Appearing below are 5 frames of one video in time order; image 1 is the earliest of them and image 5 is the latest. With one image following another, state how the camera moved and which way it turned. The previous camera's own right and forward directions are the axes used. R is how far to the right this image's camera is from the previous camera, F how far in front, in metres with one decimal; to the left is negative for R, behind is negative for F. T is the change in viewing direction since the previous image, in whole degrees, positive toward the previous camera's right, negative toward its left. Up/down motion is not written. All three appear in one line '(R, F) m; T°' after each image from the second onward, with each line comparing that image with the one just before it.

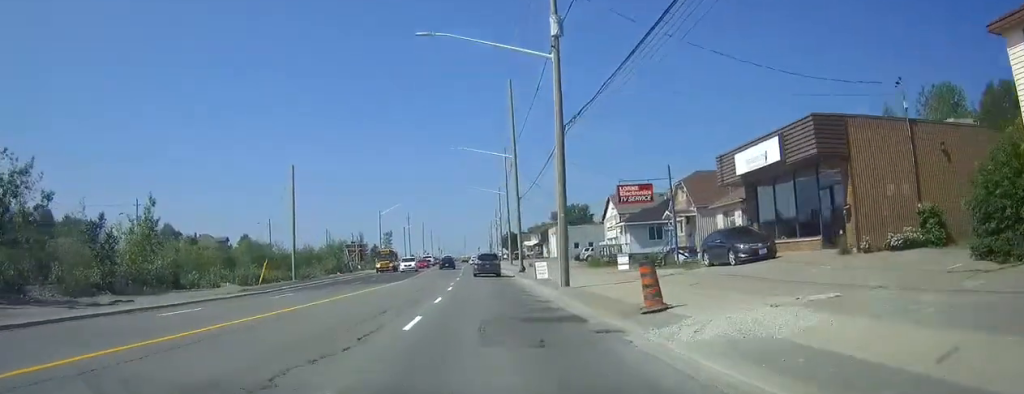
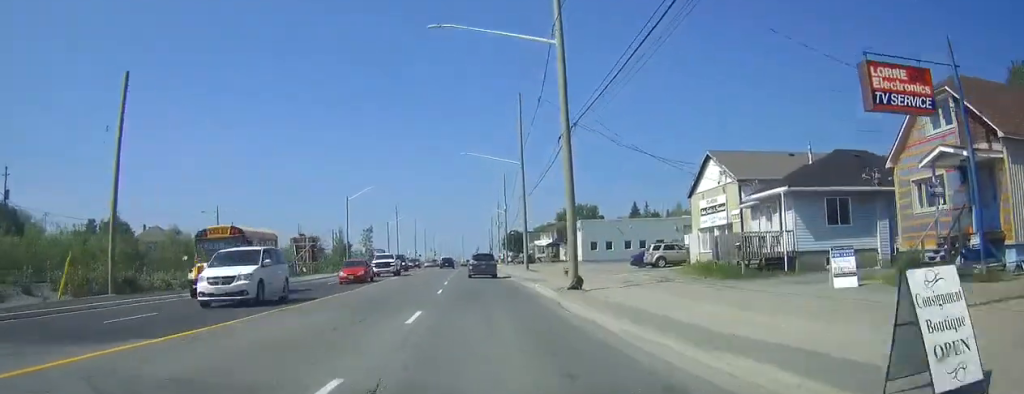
(-0.2, +31.6) m; 0°
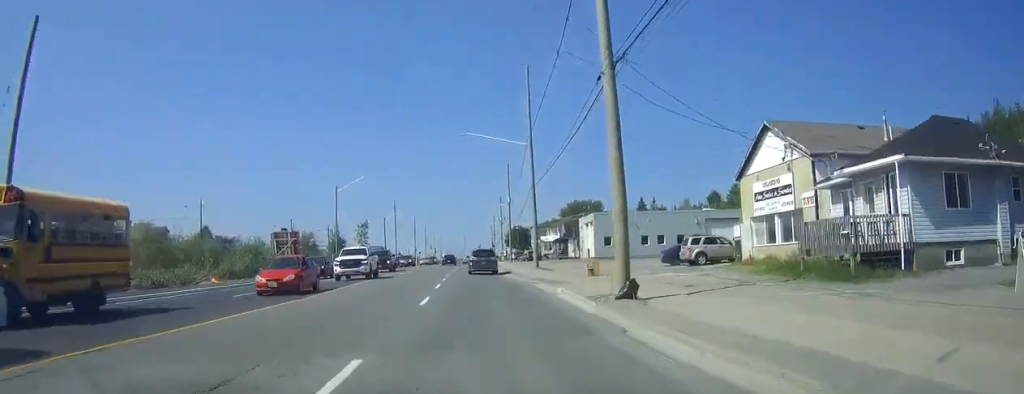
(0.0, +8.6) m; 0°
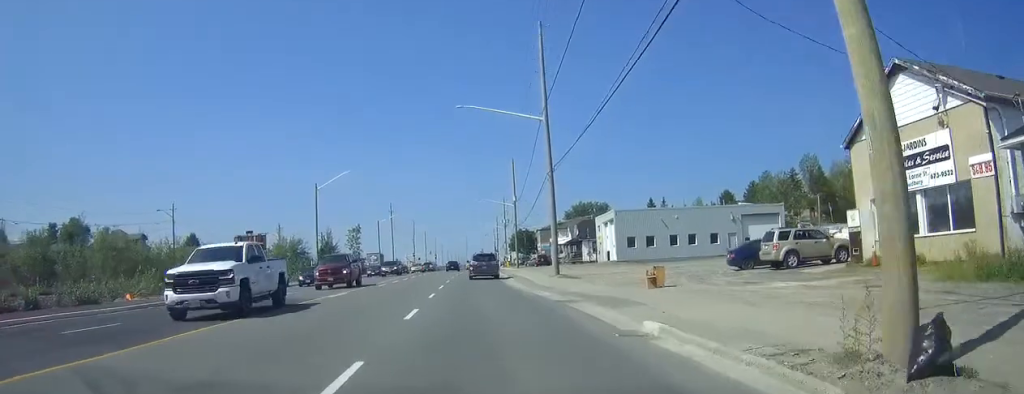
(+0.1, +11.9) m; 0°
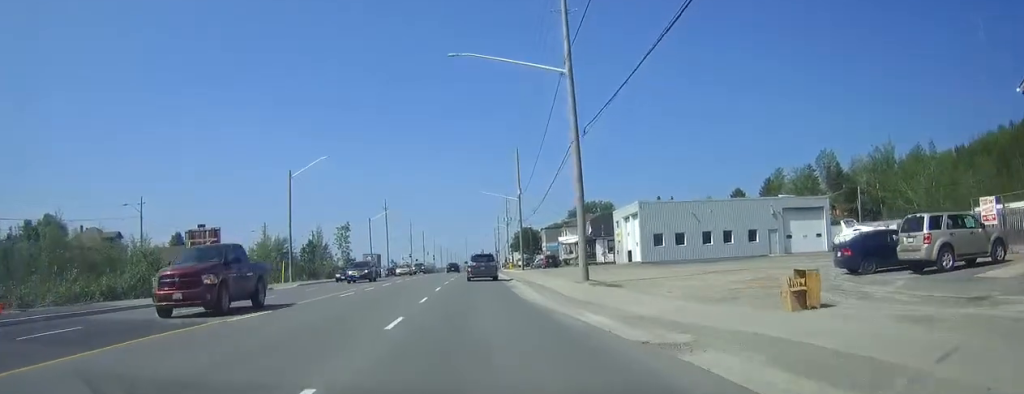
(0.0, +10.9) m; 0°
